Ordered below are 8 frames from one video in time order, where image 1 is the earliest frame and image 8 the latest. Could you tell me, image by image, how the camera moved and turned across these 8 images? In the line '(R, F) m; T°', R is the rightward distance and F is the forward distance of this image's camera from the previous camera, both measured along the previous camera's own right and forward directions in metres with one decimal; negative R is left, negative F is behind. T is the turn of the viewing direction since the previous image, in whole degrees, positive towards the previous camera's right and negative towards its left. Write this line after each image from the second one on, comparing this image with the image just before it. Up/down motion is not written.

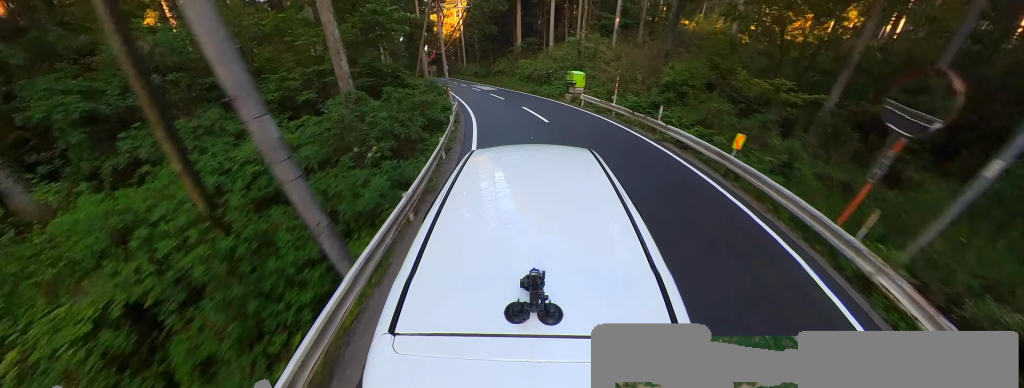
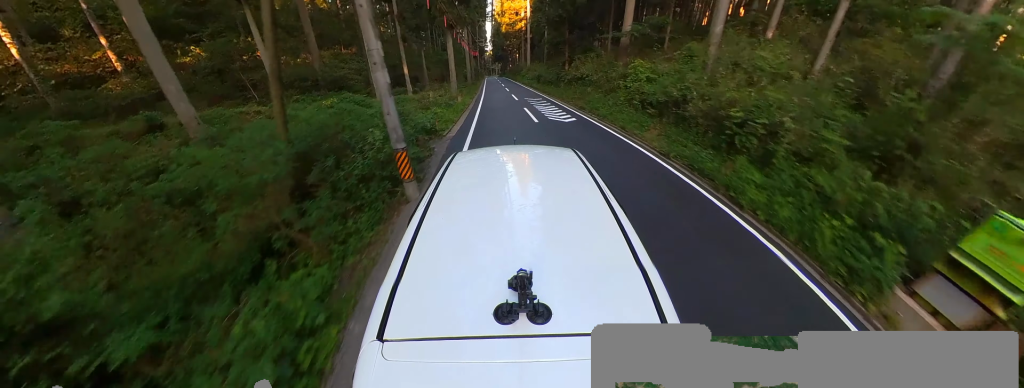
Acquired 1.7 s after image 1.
(-0.6, +17.9) m; -11°
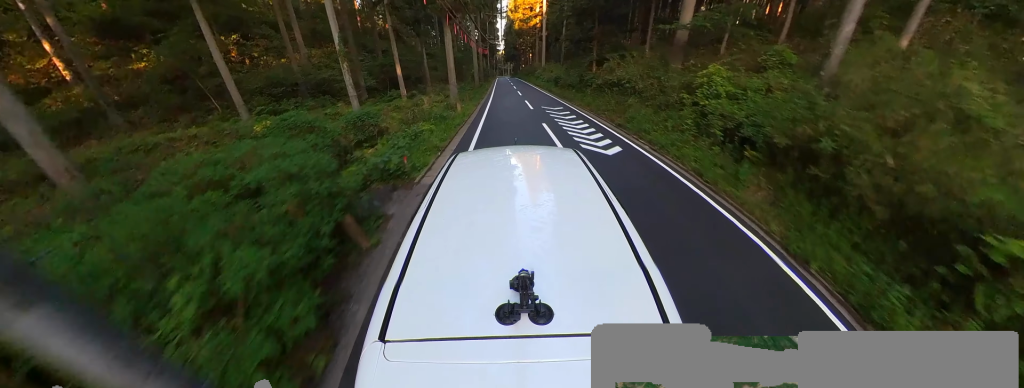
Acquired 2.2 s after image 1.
(-0.6, +5.1) m; -6°
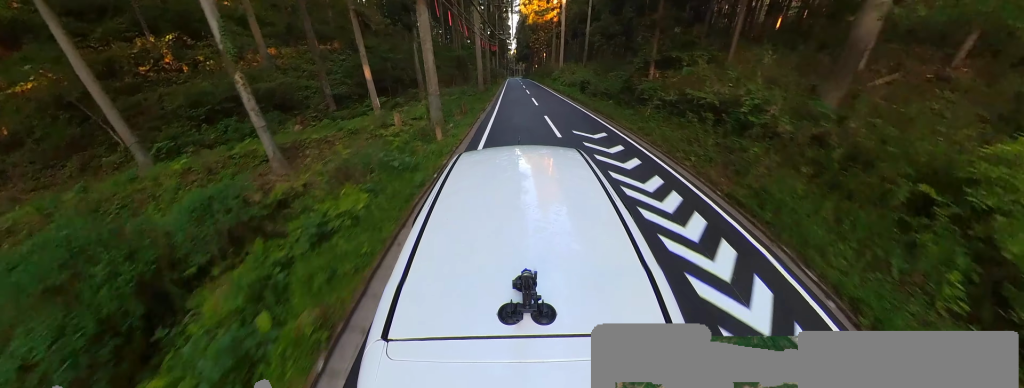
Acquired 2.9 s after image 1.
(-0.5, +7.5) m; -7°
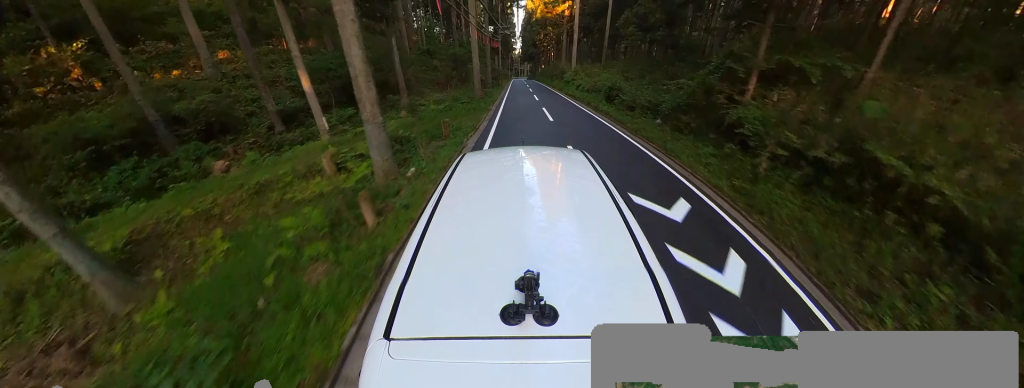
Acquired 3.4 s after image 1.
(-0.2, +6.3) m; -3°
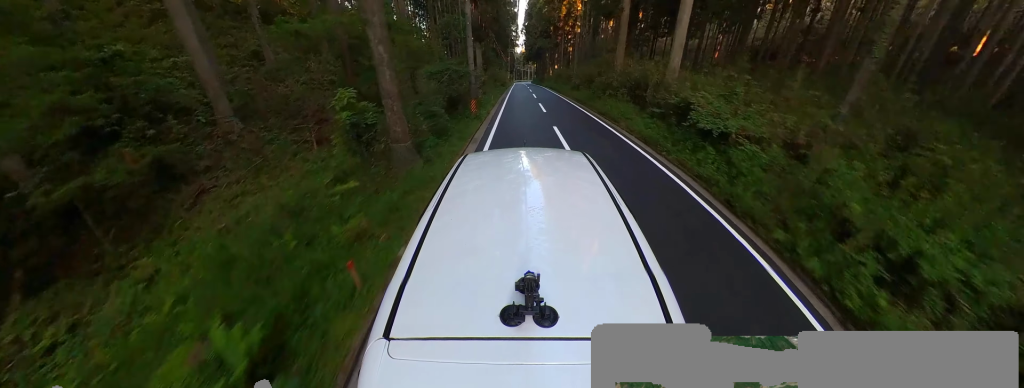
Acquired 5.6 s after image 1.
(-1.6, +26.4) m; -2°
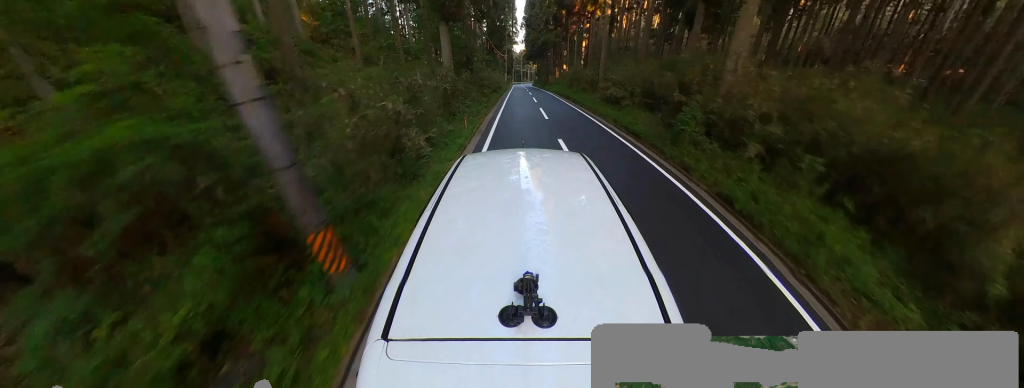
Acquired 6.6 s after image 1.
(+0.5, +12.3) m; +6°
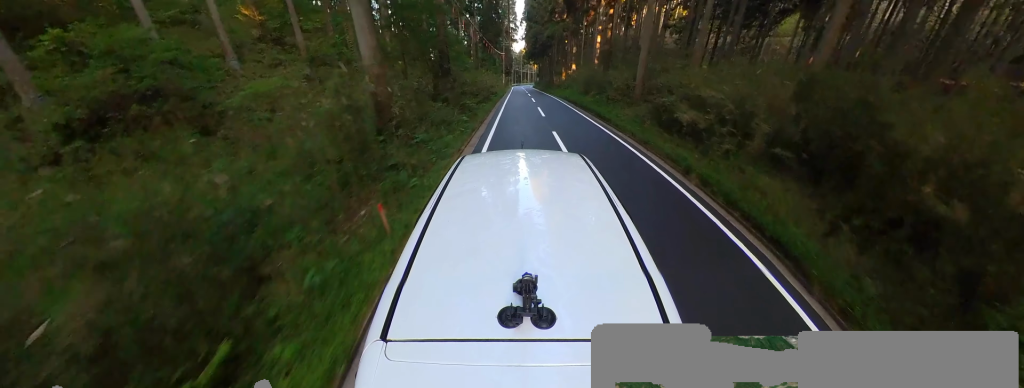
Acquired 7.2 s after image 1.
(+0.5, +8.0) m; -1°
